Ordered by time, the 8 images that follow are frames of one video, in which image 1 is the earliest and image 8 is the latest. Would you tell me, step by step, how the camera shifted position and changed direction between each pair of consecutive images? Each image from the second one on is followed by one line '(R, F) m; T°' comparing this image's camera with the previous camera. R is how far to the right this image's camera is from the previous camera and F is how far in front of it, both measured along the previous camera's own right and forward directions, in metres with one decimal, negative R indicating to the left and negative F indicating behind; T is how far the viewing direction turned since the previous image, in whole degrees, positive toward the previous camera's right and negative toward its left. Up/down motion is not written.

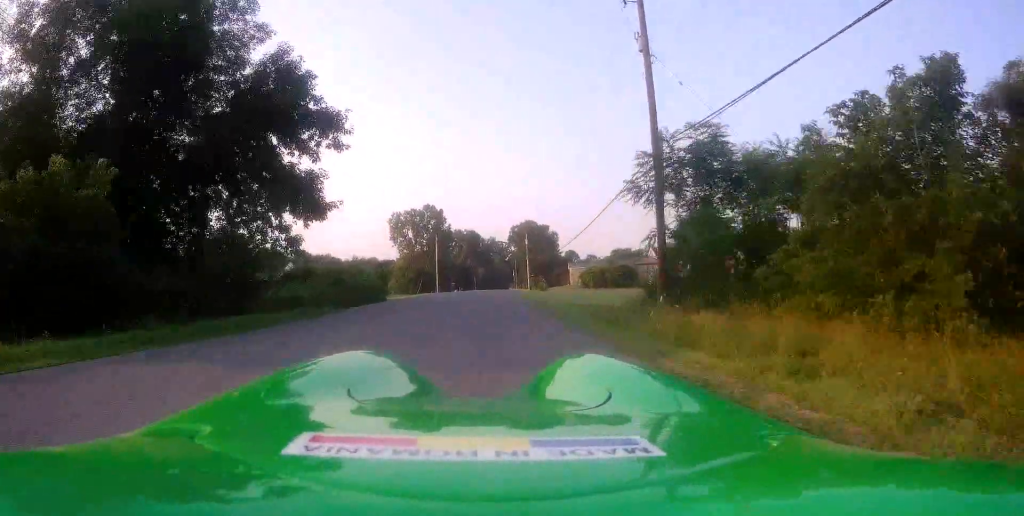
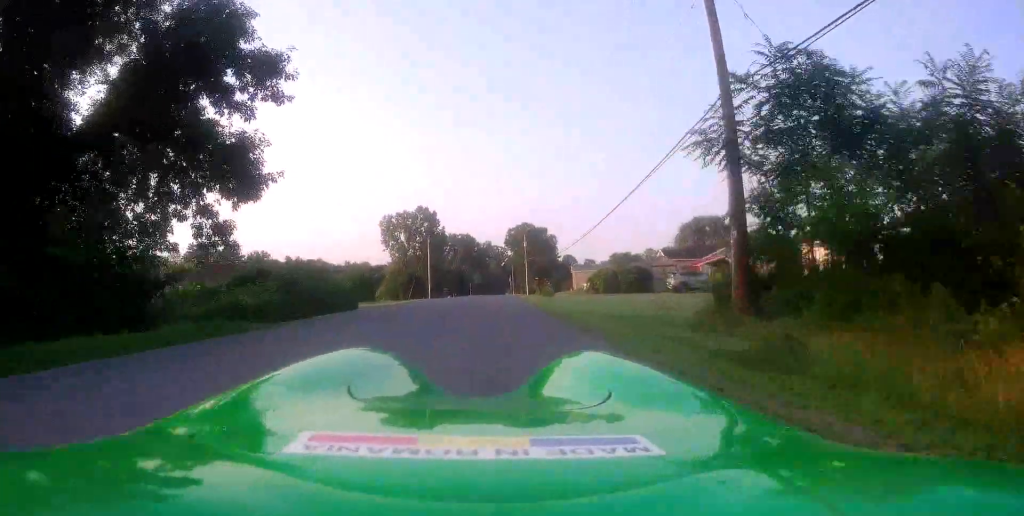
(0.0, +6.7) m; +1°
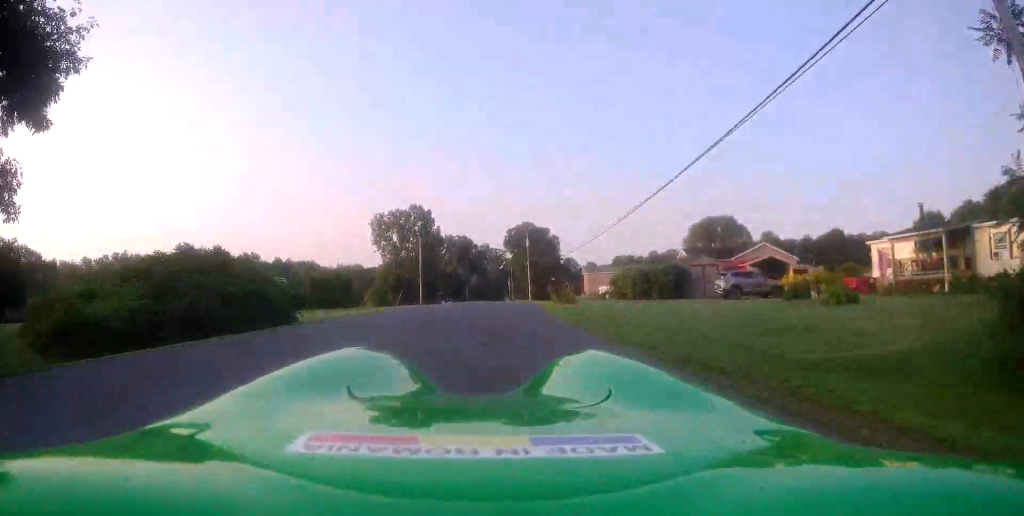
(+0.3, +10.0) m; 0°
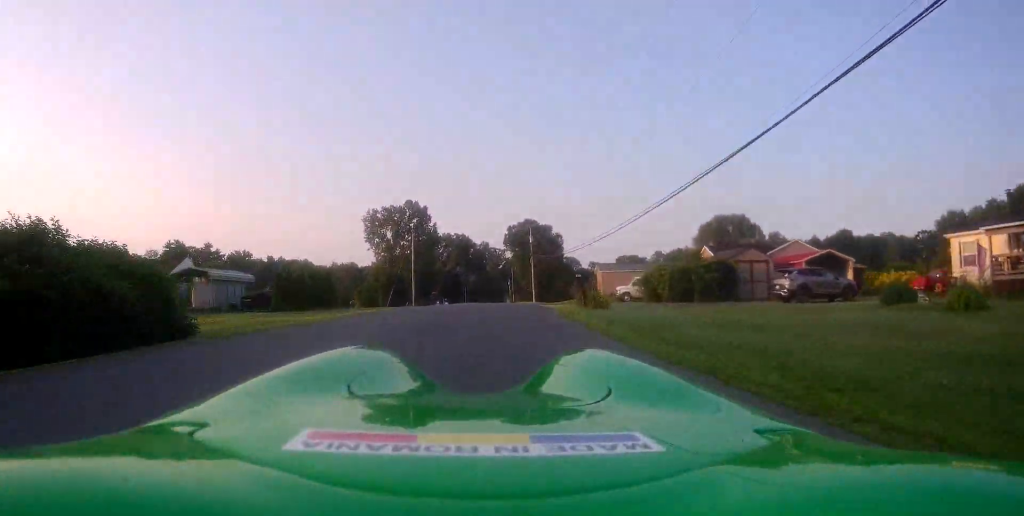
(-0.2, +7.7) m; 0°
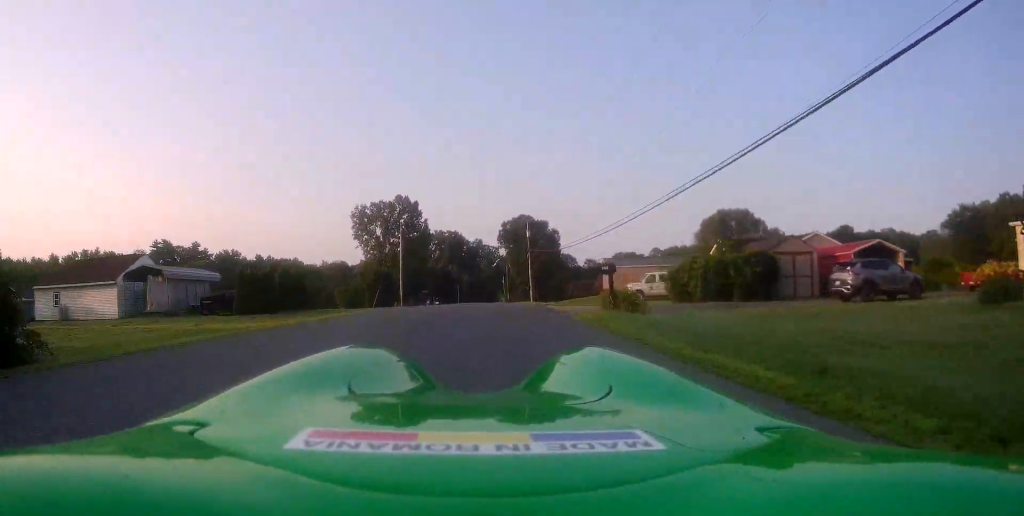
(-0.2, +6.0) m; 0°
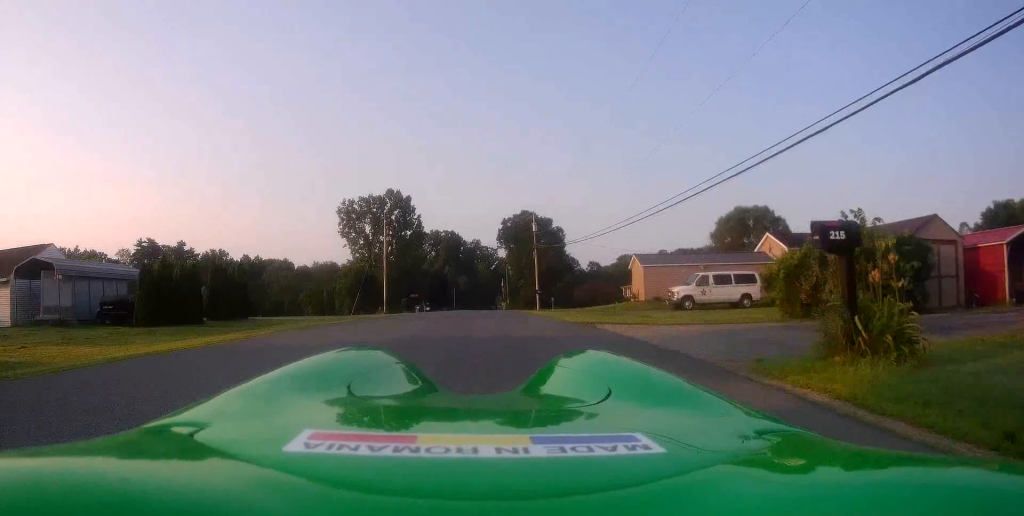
(+0.2, +10.6) m; 0°
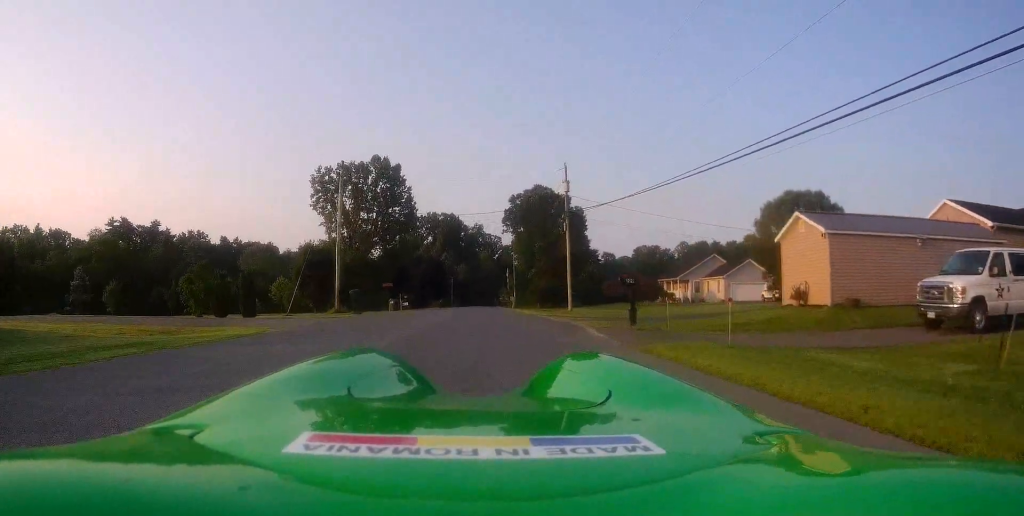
(-0.2, +20.8) m; +1°
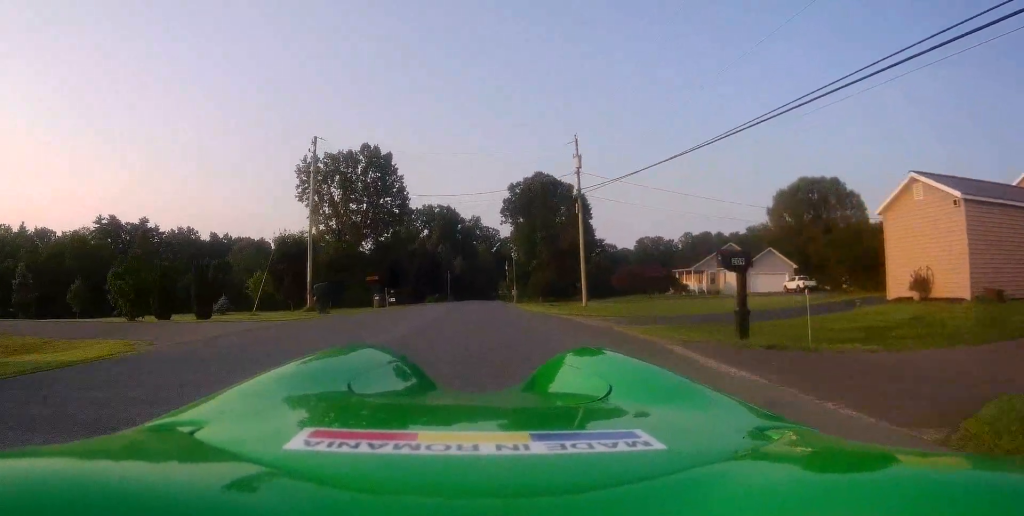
(+0.1, +6.2) m; +1°
